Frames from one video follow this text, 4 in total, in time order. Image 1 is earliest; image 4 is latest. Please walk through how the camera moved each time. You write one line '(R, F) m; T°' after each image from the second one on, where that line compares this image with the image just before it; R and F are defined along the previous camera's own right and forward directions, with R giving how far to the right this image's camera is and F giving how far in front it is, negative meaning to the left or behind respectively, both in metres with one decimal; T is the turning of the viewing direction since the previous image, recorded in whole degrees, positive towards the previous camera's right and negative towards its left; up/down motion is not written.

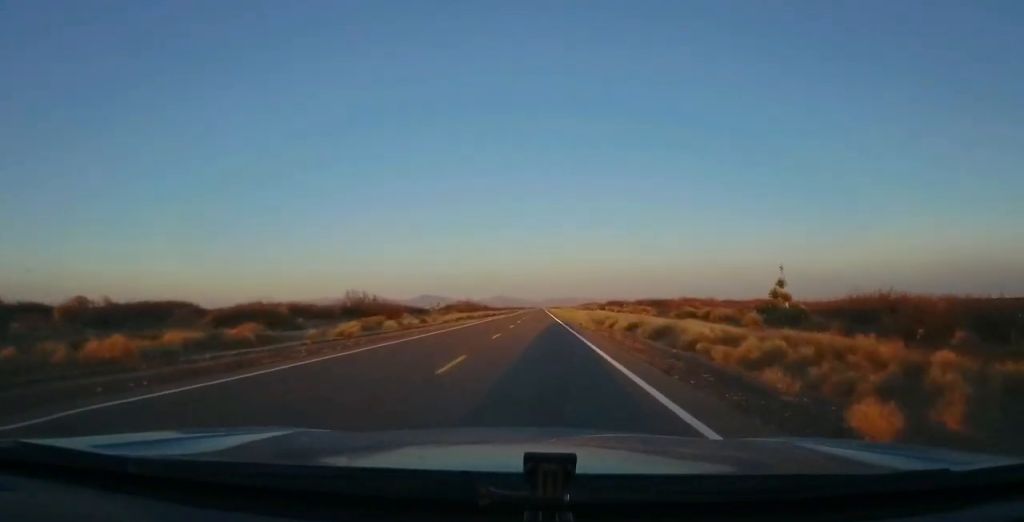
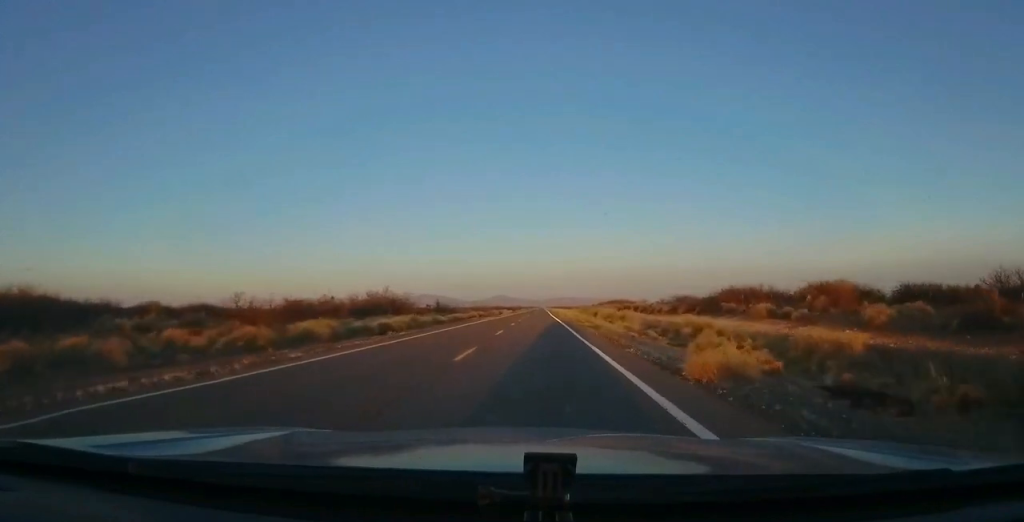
(+0.5, +79.3) m; 0°
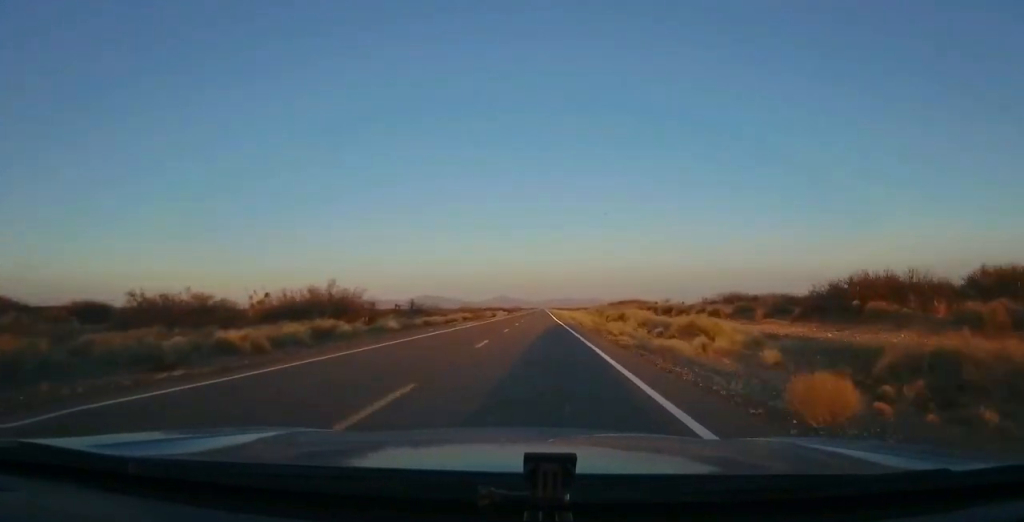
(+0.1, +19.6) m; -1°
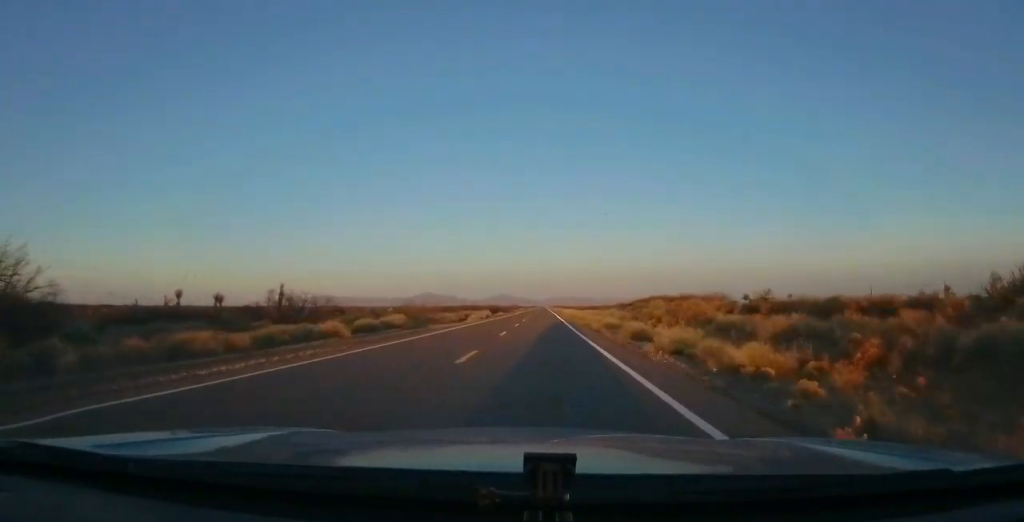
(-0.3, +40.1) m; 0°
